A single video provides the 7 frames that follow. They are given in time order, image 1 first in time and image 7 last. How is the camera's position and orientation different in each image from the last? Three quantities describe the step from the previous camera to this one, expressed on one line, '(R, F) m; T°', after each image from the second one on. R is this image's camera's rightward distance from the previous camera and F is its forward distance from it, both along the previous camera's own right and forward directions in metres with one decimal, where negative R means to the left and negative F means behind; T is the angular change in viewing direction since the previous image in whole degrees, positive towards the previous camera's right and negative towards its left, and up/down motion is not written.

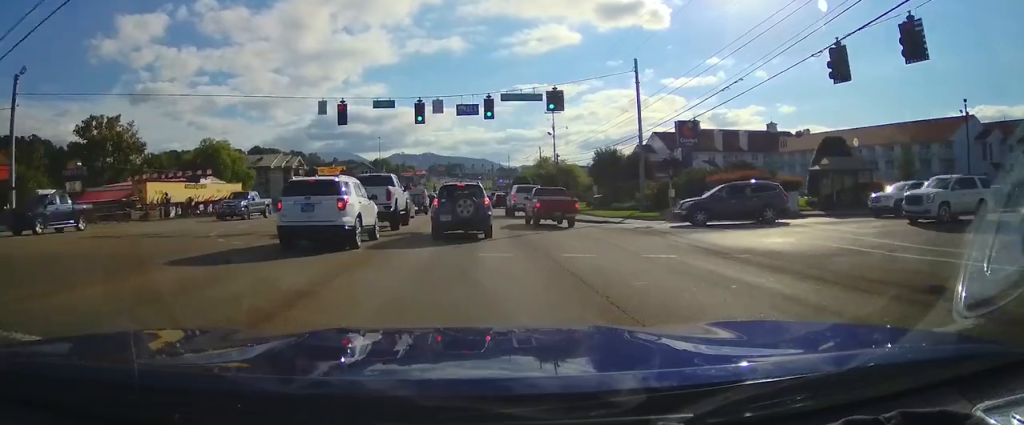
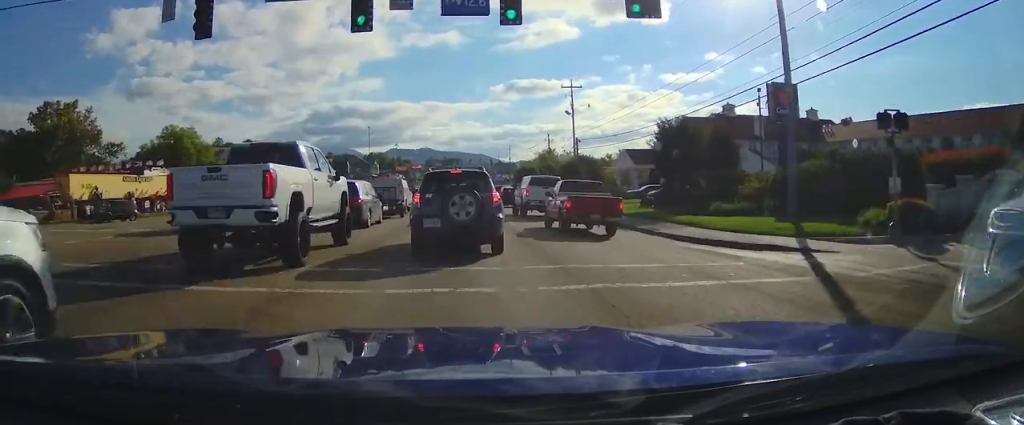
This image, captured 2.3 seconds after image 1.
(-0.2, +7.6) m; -1°
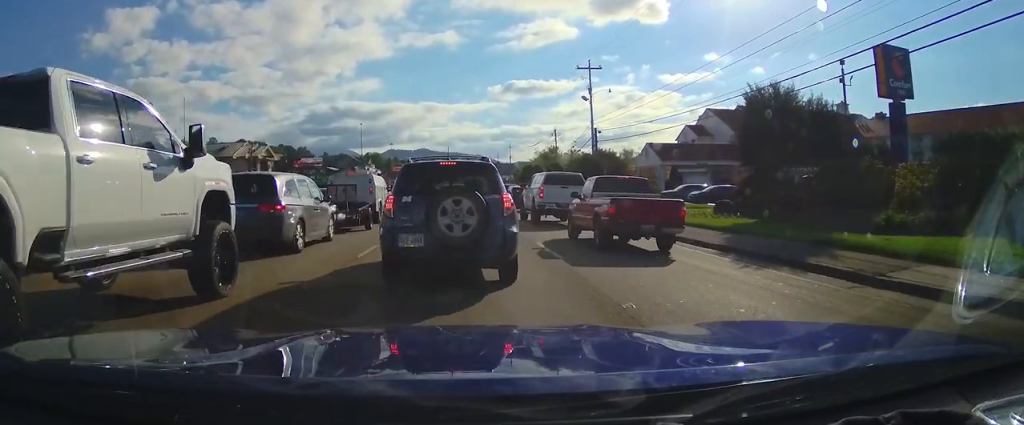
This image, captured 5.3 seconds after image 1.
(-0.2, +10.1) m; 0°
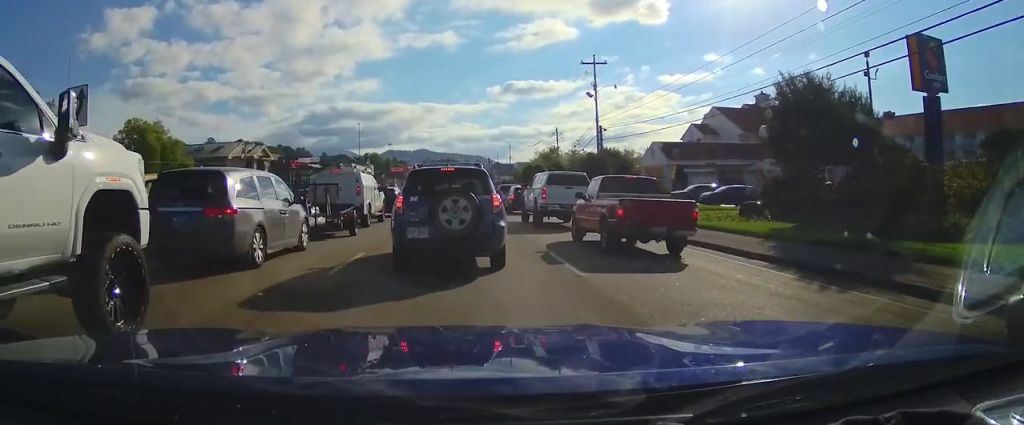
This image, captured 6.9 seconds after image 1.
(-0.1, +5.2) m; +1°
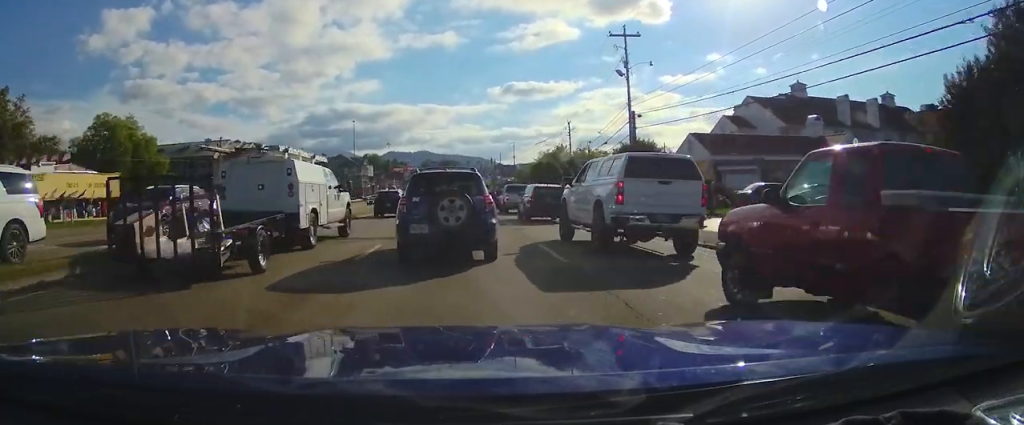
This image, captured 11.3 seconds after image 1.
(+0.4, +15.7) m; +3°
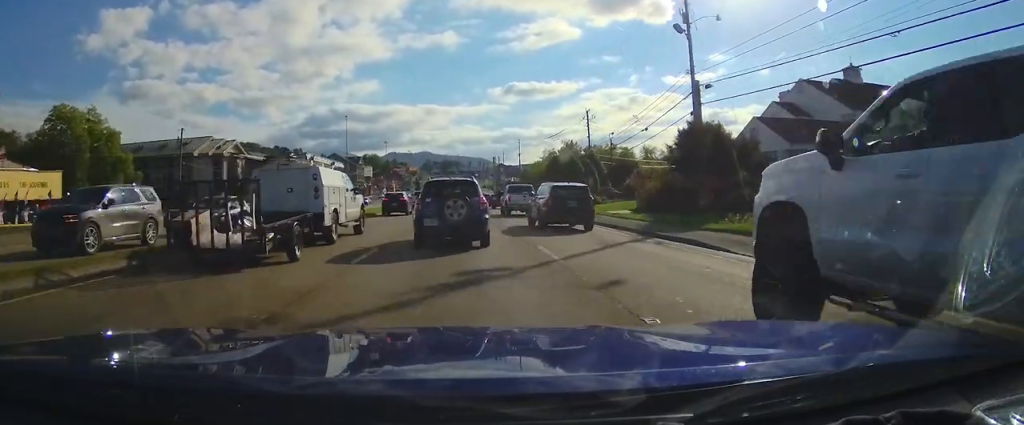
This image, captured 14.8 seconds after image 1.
(+0.1, +14.2) m; 0°
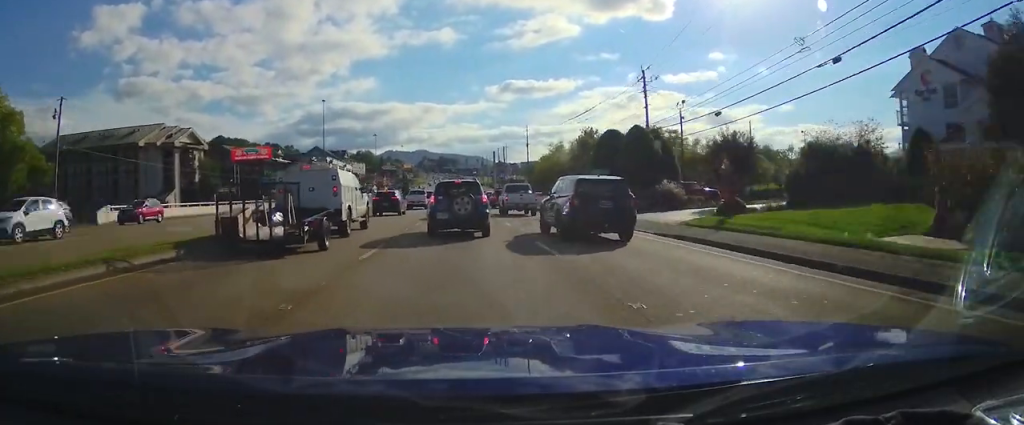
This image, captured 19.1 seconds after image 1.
(-0.2, +17.5) m; -1°
